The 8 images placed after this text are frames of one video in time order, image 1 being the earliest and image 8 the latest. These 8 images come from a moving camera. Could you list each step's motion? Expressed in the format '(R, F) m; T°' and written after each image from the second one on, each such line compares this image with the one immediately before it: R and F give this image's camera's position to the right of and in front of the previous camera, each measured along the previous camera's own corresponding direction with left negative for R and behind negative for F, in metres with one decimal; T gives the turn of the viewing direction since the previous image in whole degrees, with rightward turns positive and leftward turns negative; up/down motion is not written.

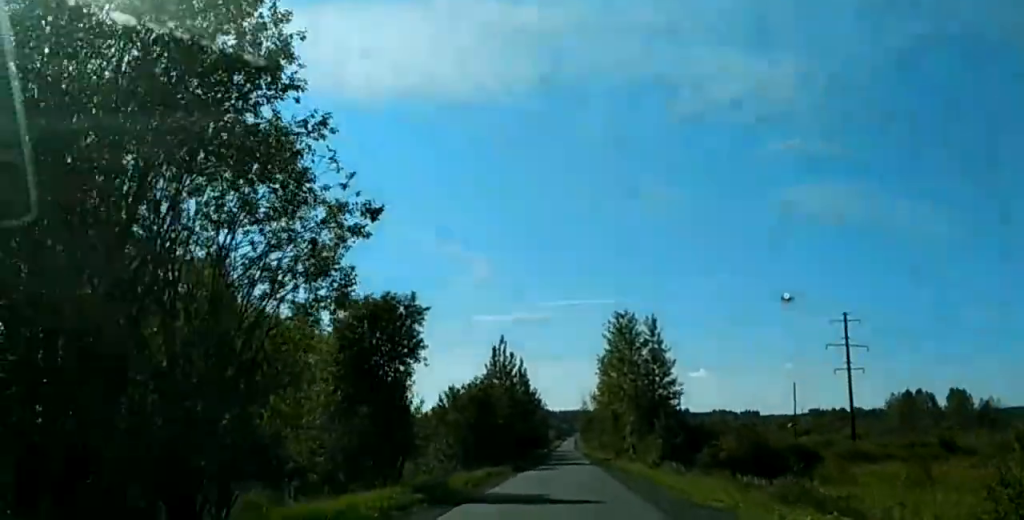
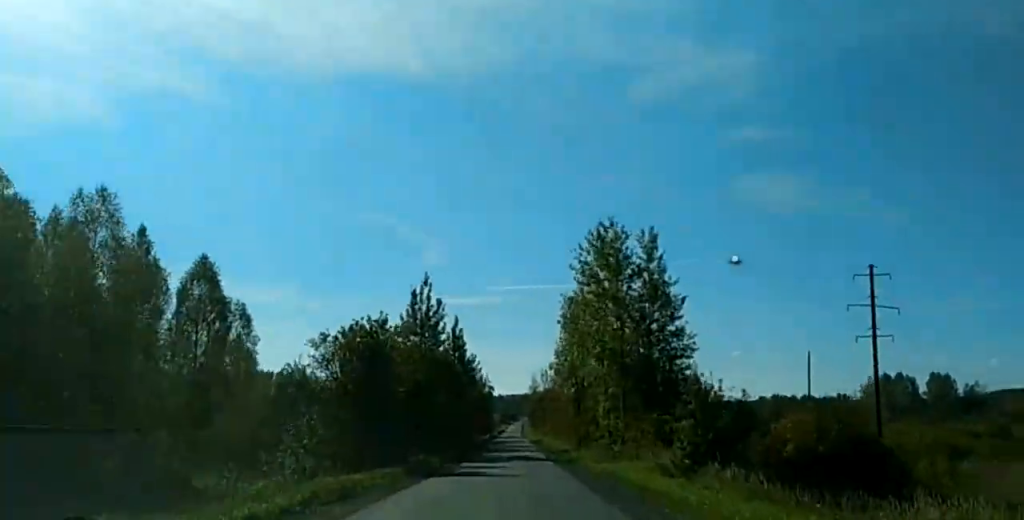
(+0.1, +28.9) m; -1°
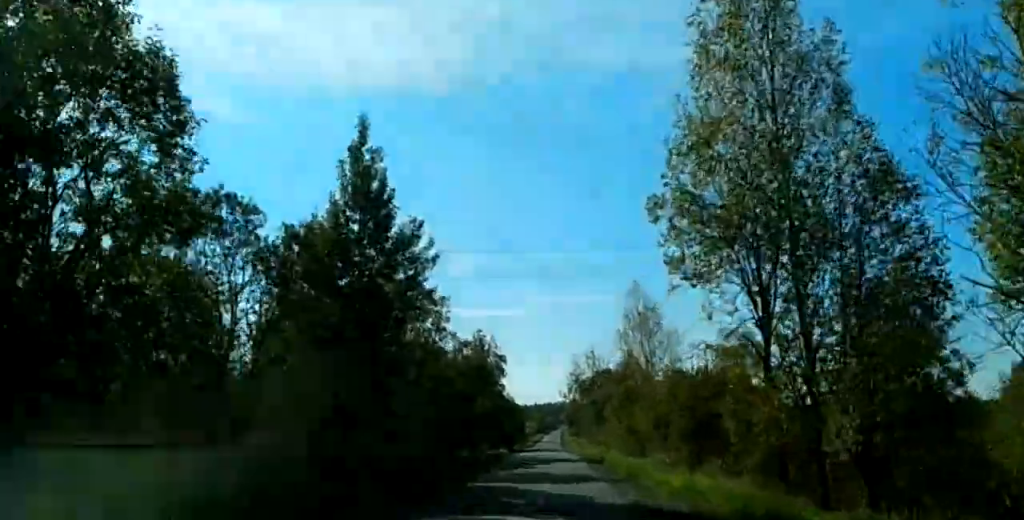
(-0.1, +62.1) m; +1°
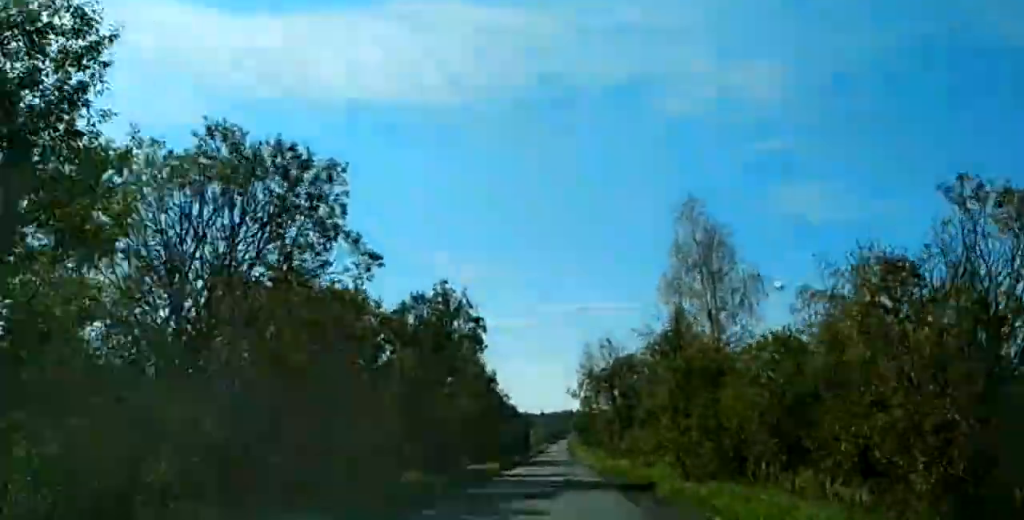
(0.0, +25.5) m; 0°
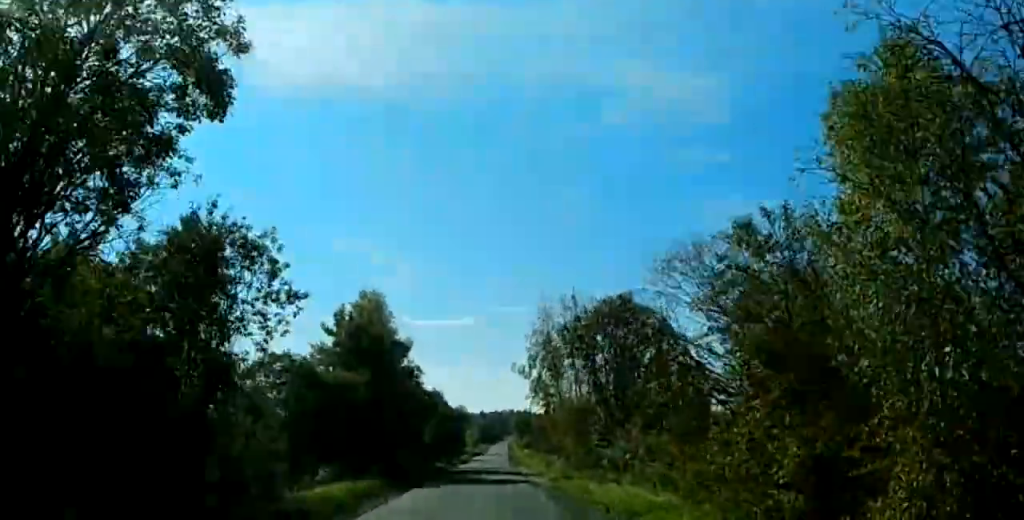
(0.0, +31.4) m; 0°
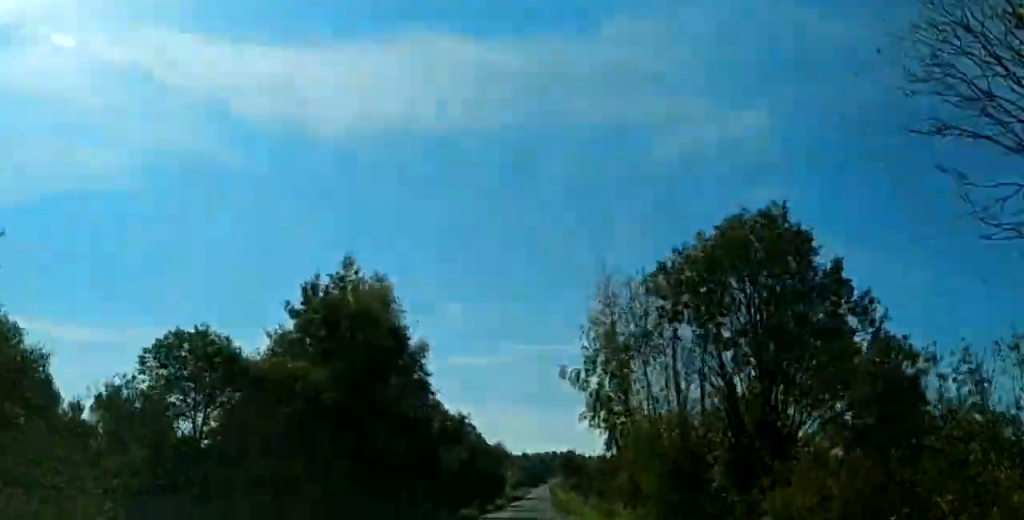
(0.0, +19.1) m; -1°
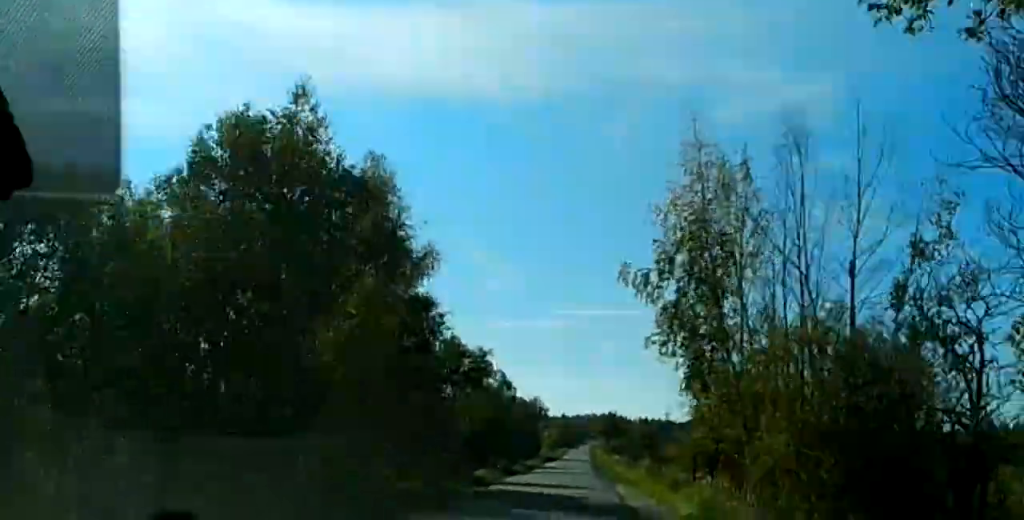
(-0.2, +15.0) m; -1°
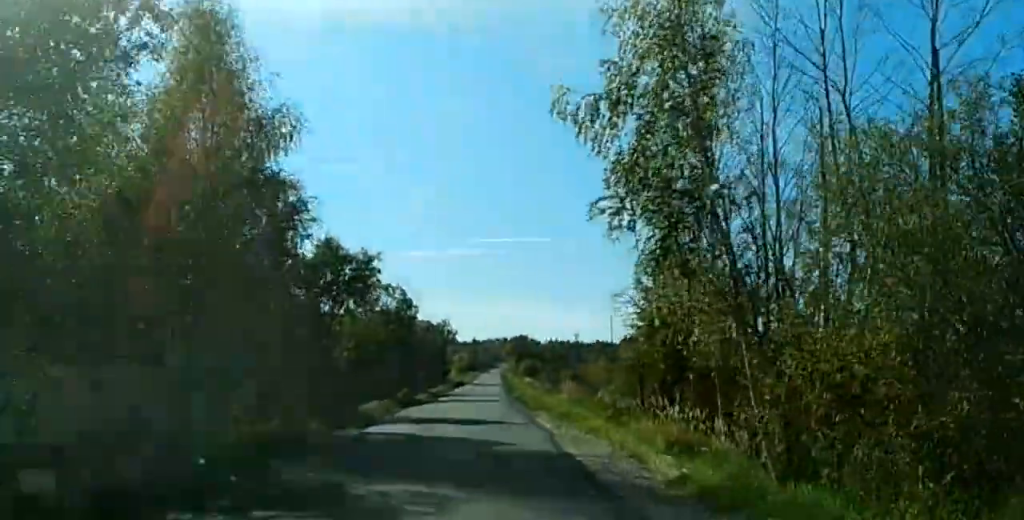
(-0.1, +11.0) m; 0°
